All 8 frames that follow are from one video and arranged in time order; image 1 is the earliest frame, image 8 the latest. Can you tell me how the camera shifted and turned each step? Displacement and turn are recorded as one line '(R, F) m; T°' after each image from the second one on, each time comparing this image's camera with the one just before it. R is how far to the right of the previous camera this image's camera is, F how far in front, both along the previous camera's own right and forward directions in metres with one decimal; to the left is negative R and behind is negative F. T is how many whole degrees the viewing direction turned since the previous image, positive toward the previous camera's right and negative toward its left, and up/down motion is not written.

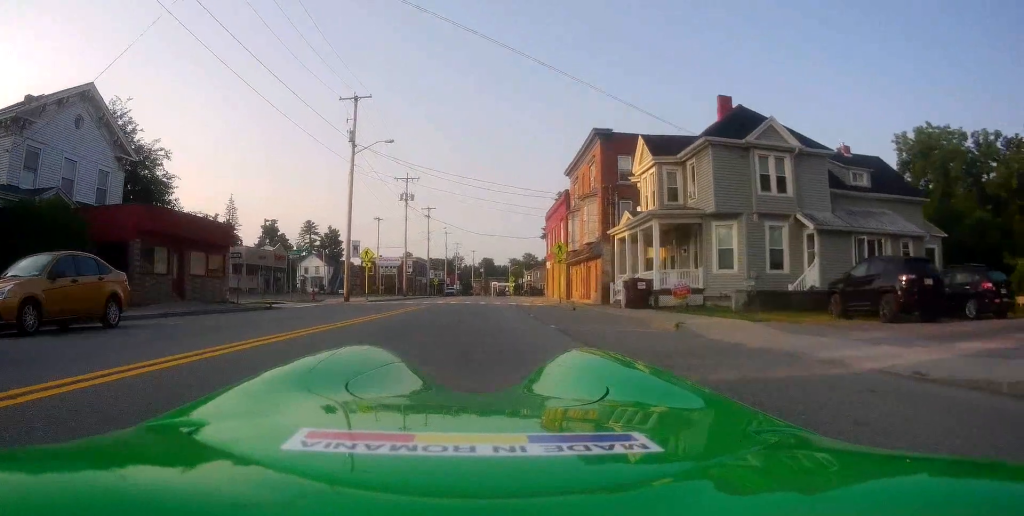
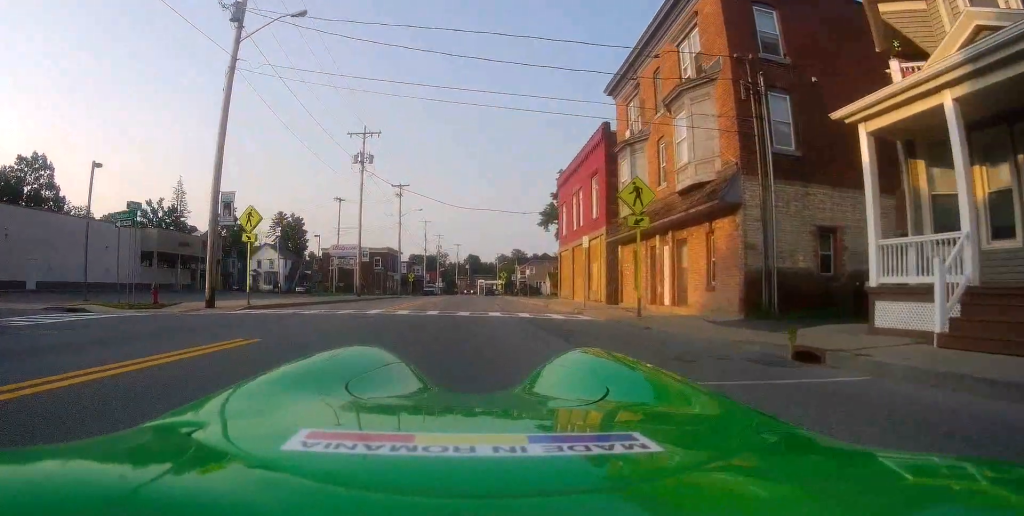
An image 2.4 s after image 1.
(+0.3, +19.9) m; +2°
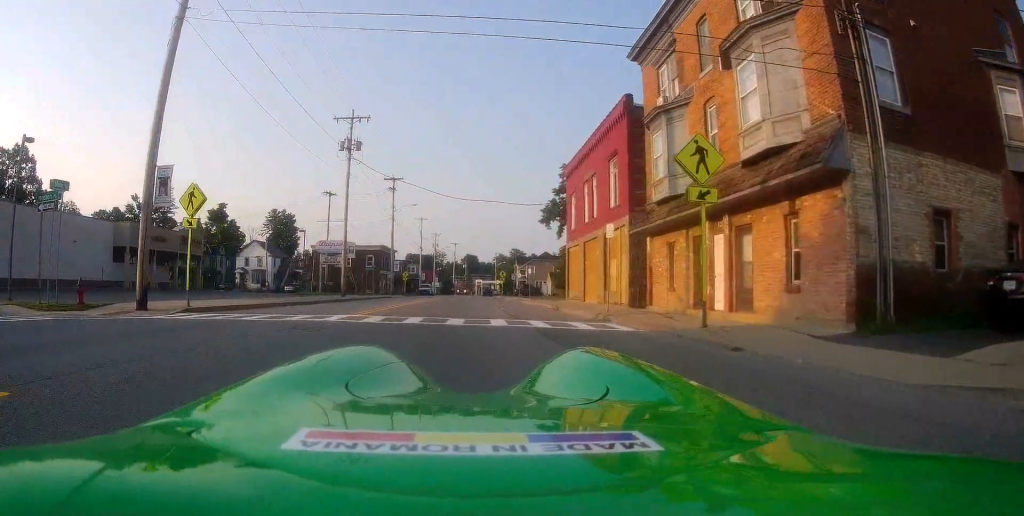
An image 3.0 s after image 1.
(-0.1, +5.0) m; -1°
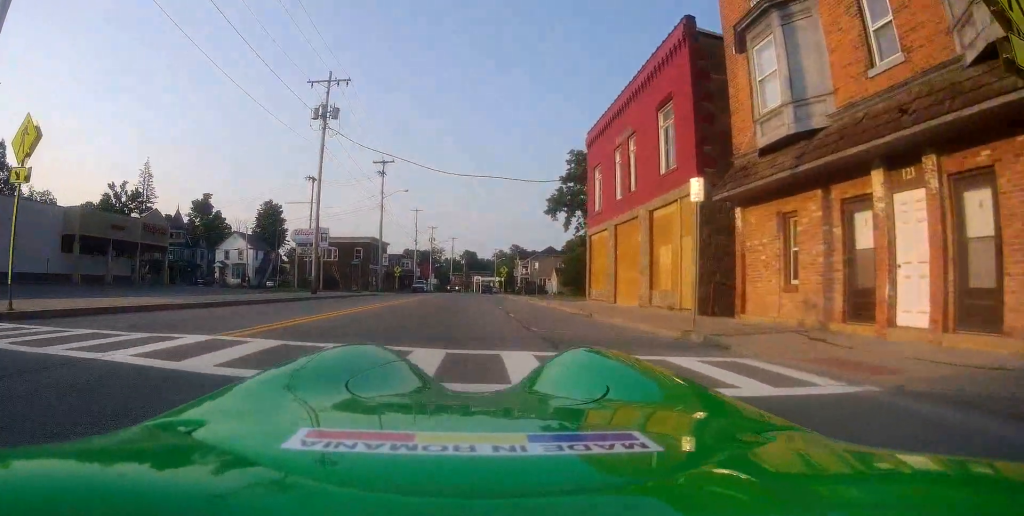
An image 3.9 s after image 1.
(+0.1, +8.1) m; +1°
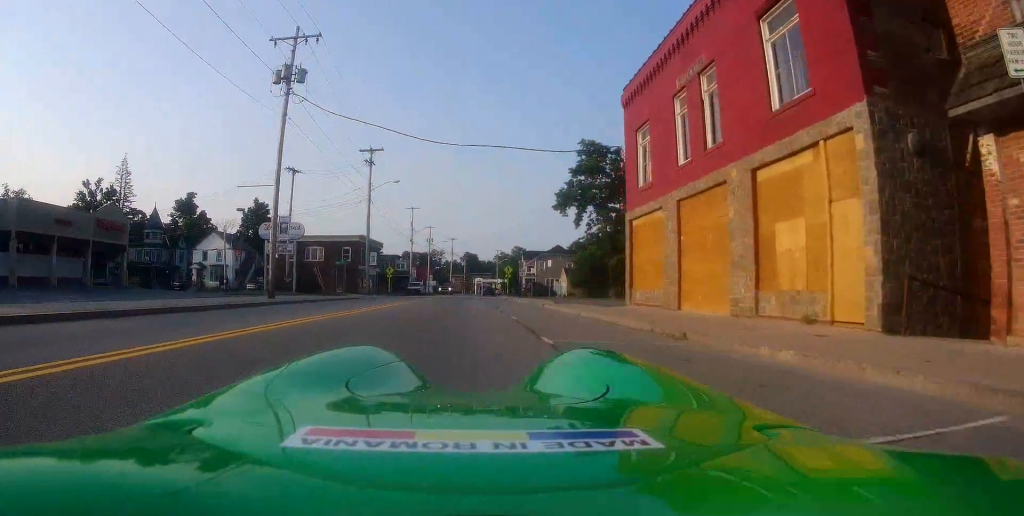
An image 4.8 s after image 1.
(0.0, +8.6) m; +3°
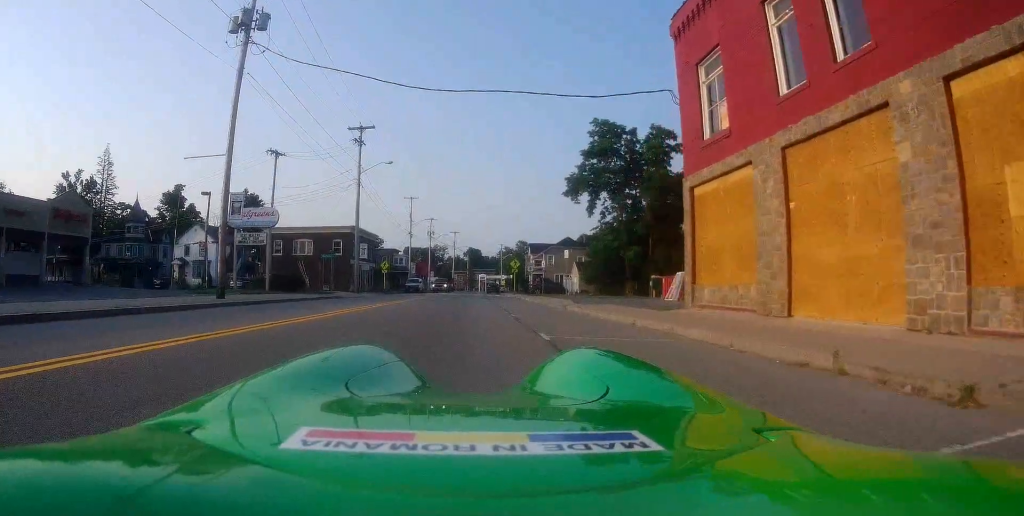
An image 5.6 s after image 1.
(+0.3, +7.0) m; +2°
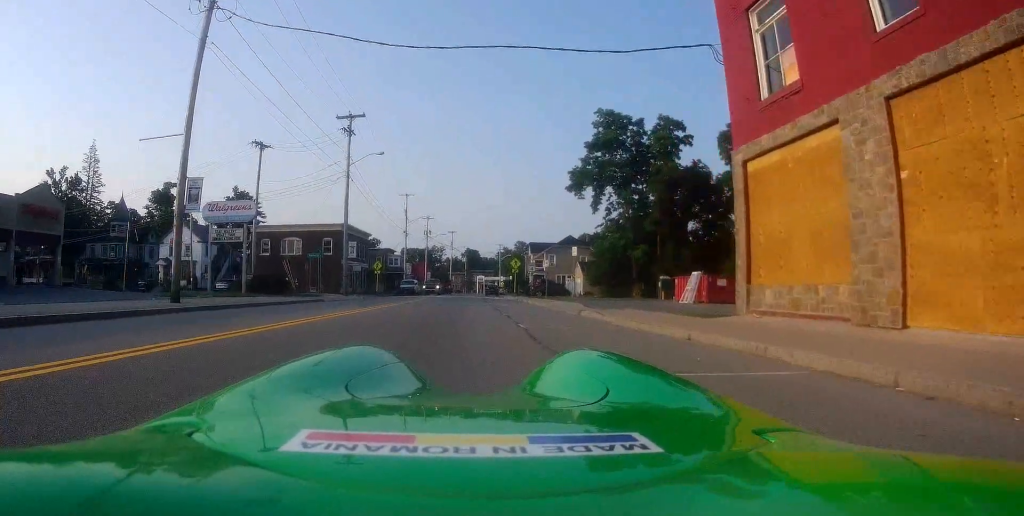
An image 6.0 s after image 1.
(0.0, +3.6) m; 0°
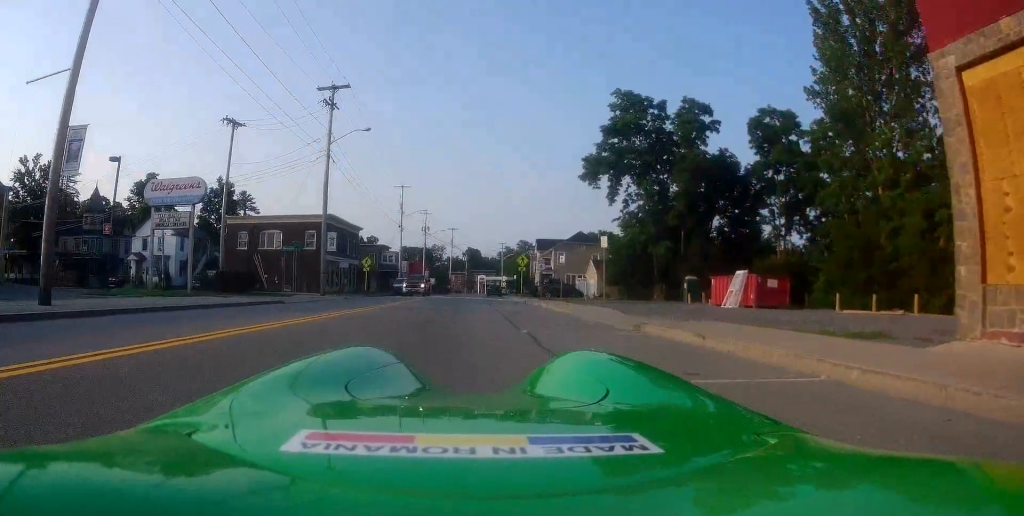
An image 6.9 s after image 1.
(0.0, +6.9) m; -1°
